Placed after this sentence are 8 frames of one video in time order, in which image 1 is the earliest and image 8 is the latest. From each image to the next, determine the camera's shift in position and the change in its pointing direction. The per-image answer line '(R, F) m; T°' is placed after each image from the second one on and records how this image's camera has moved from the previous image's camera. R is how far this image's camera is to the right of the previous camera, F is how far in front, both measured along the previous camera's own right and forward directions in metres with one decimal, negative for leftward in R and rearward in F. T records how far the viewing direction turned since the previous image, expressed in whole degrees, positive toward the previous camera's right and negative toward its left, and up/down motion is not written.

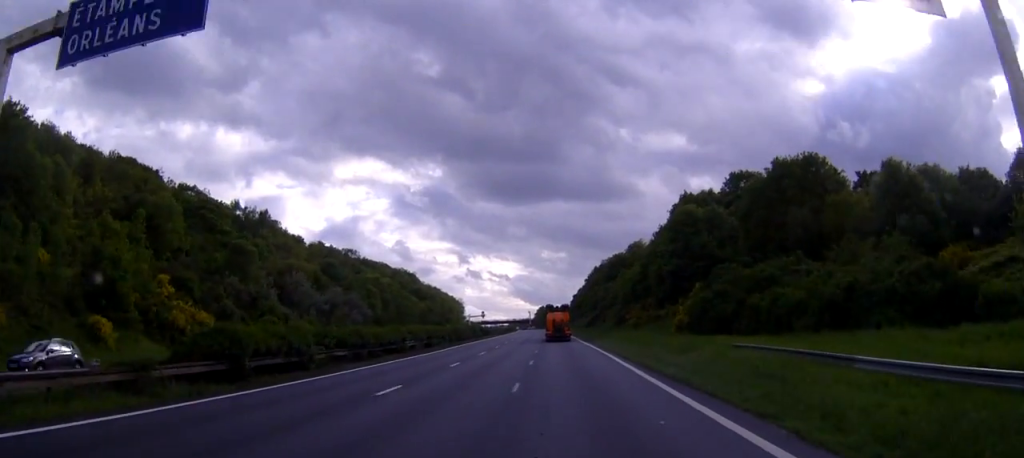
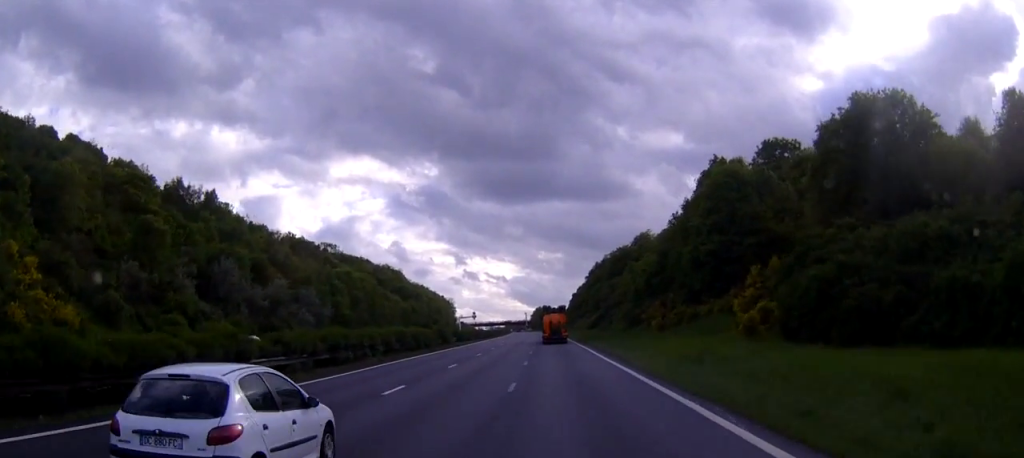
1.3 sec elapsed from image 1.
(0.0, +26.3) m; 0°
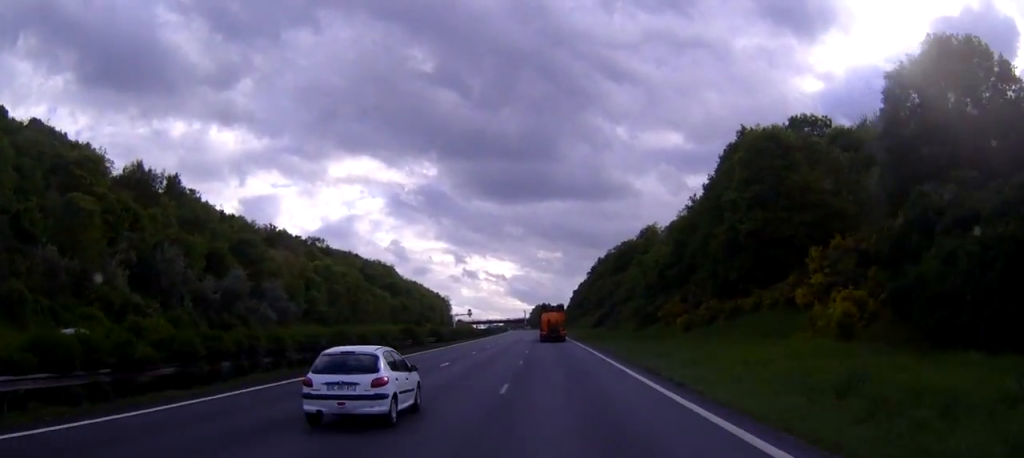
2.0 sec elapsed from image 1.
(0.0, +15.3) m; 0°
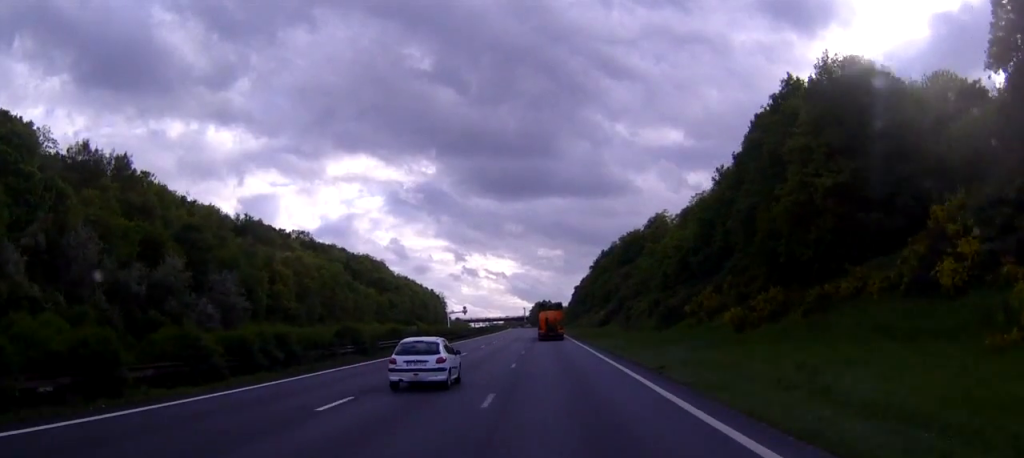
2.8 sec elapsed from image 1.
(0.0, +17.4) m; 0°
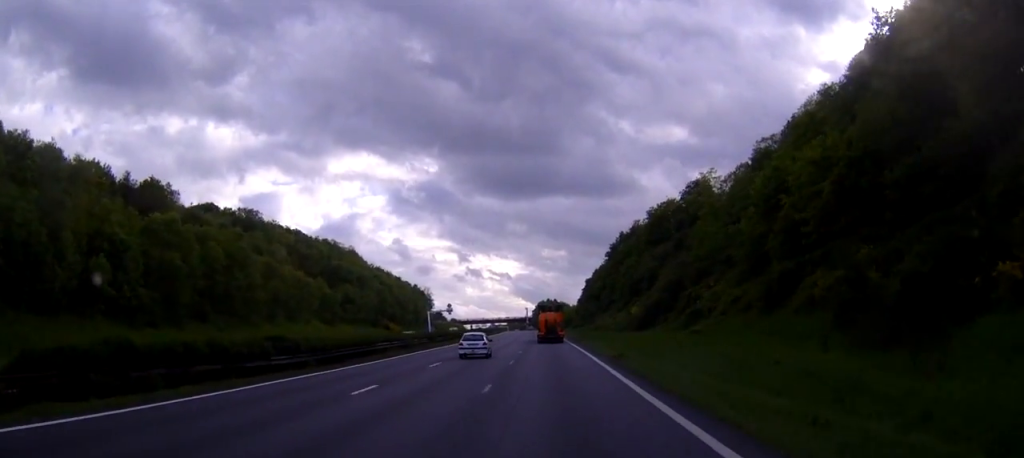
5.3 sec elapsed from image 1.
(-0.1, +50.6) m; 0°
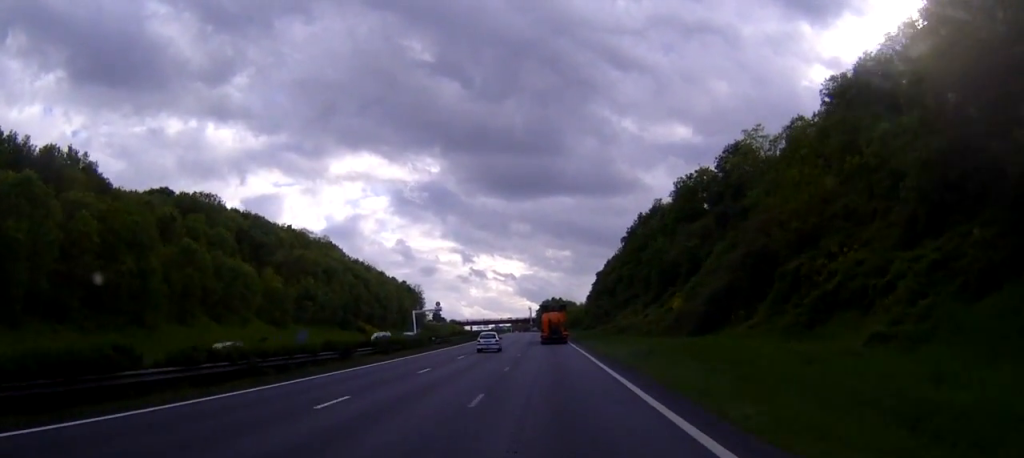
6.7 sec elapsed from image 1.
(-0.1, +30.3) m; 0°
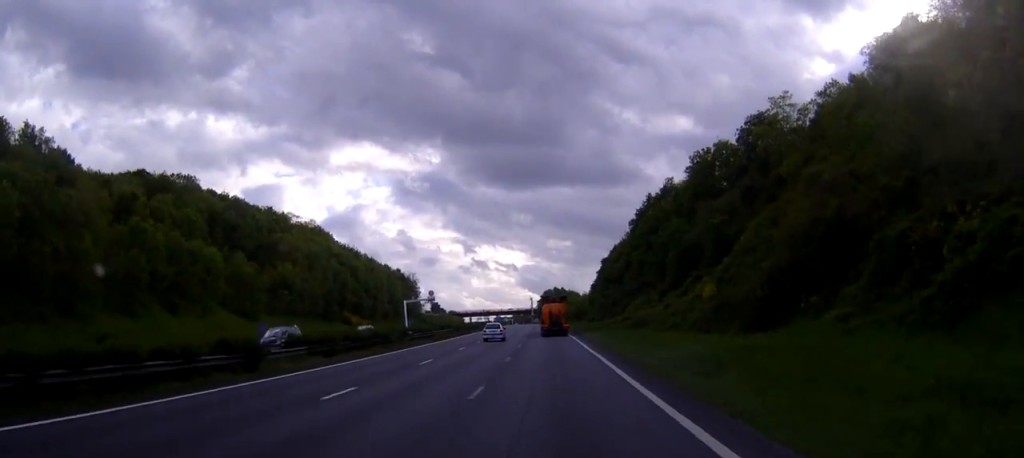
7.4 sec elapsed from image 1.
(0.0, +13.1) m; 0°
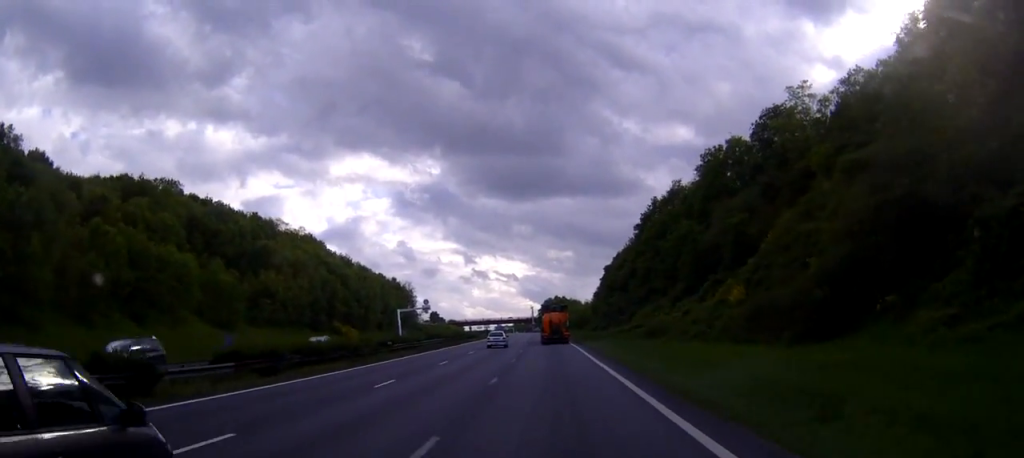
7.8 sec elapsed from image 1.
(0.0, +8.2) m; 0°
